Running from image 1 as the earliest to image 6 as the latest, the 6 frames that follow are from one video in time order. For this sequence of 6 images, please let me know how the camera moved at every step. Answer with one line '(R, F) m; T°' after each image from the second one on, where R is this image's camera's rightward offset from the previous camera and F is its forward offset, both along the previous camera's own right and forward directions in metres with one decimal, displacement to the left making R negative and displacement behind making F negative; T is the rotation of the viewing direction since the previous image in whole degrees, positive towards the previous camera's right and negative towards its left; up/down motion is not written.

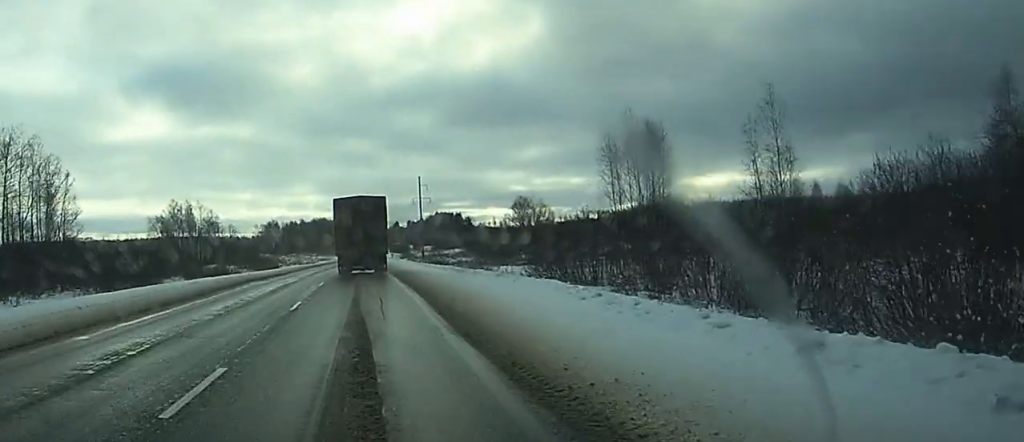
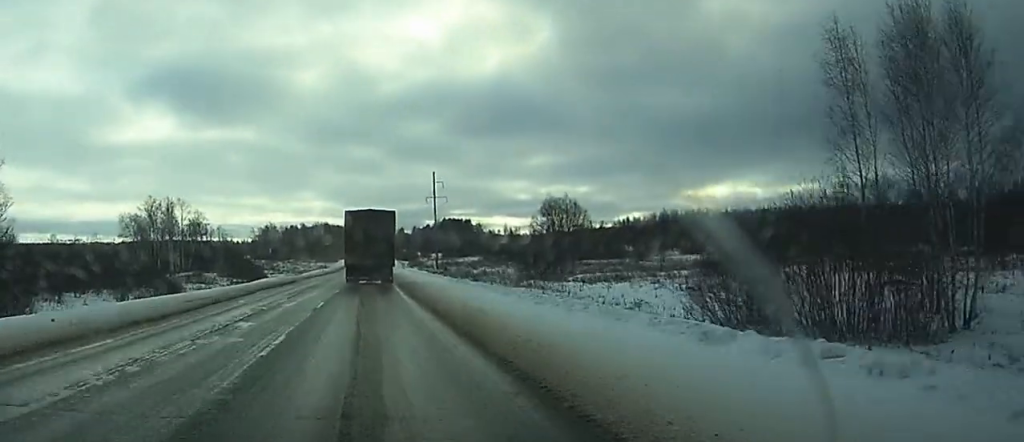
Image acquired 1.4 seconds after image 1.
(0.0, +30.5) m; 0°
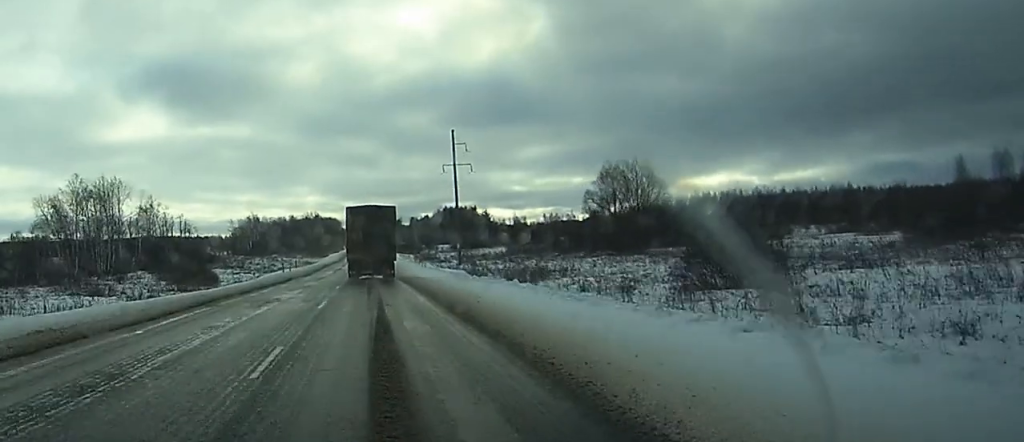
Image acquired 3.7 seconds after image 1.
(-0.1, +49.5) m; 0°
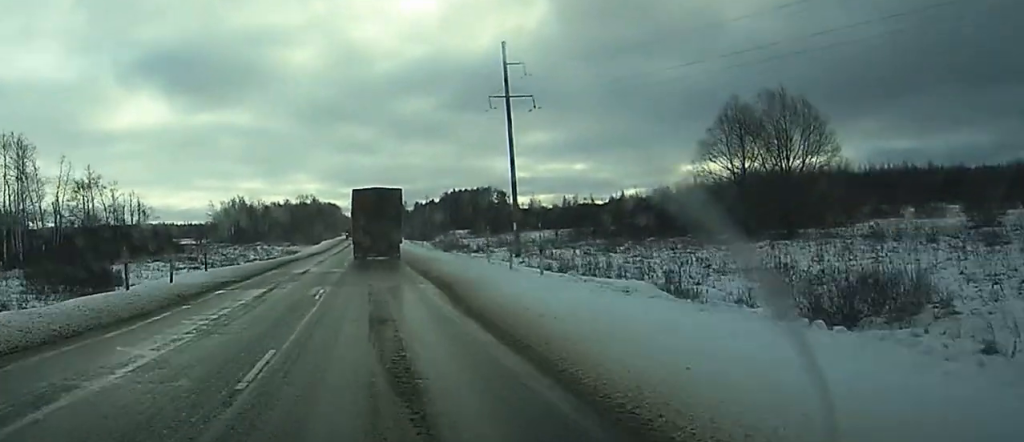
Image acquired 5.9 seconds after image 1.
(+0.4, +48.4) m; +1°
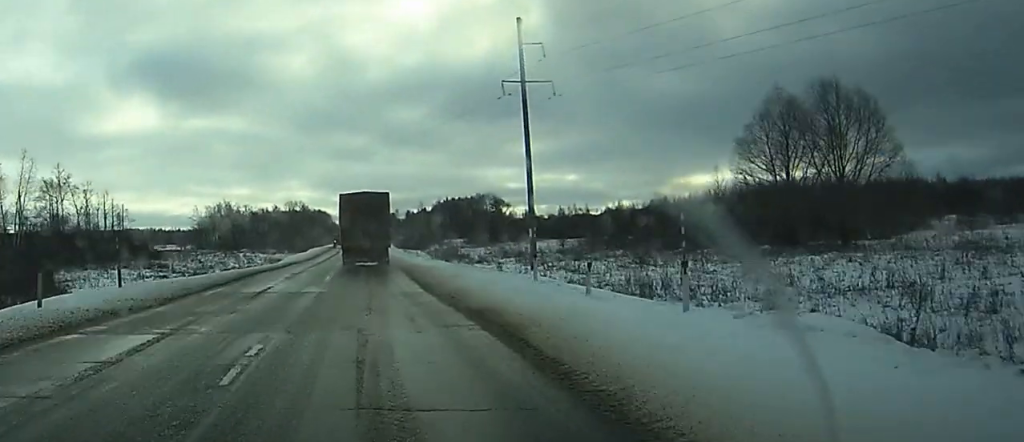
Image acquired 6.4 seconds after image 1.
(0.0, +12.1) m; 0°
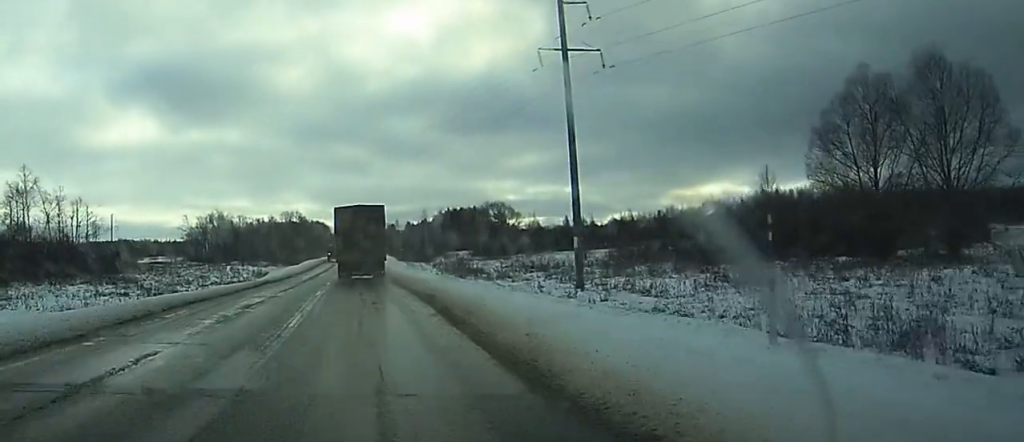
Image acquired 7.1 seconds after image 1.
(0.0, +15.2) m; 0°
